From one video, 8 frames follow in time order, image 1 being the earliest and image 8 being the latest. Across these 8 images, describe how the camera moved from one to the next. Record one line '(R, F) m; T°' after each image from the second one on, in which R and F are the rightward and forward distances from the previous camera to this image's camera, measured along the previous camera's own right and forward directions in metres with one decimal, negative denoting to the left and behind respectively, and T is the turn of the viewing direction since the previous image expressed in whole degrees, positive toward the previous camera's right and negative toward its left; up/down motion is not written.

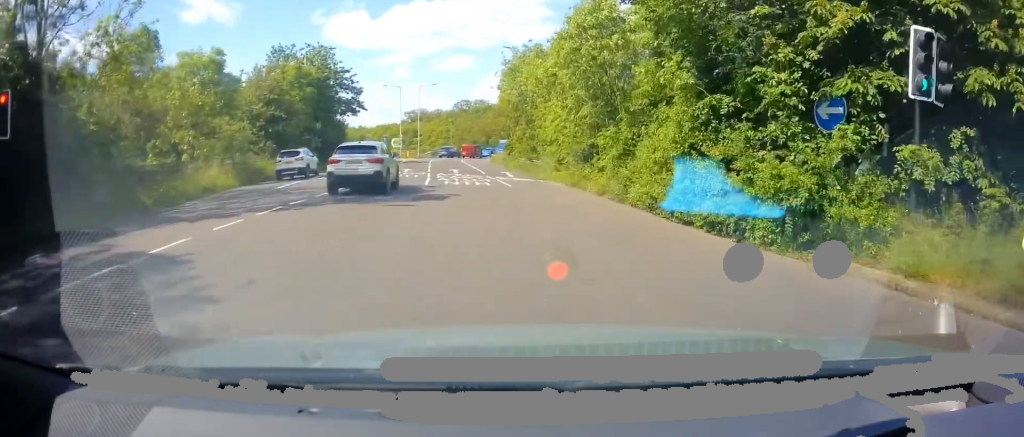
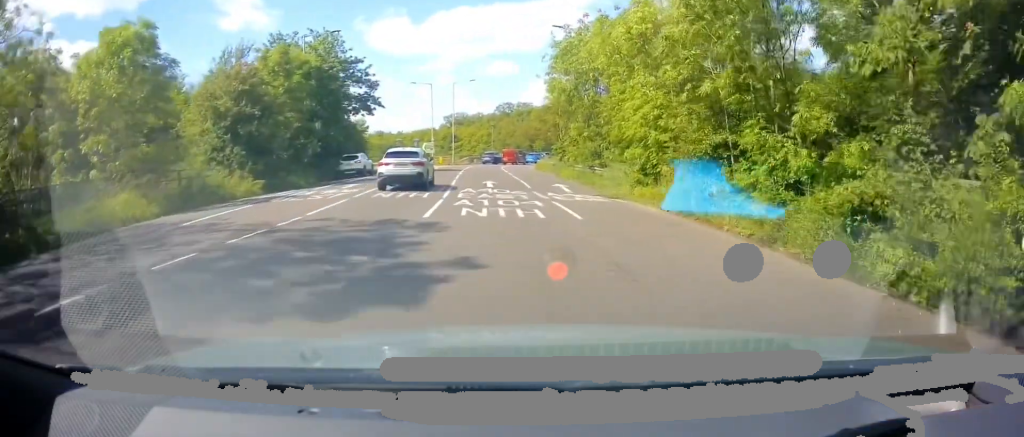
(-0.5, +9.7) m; -6°
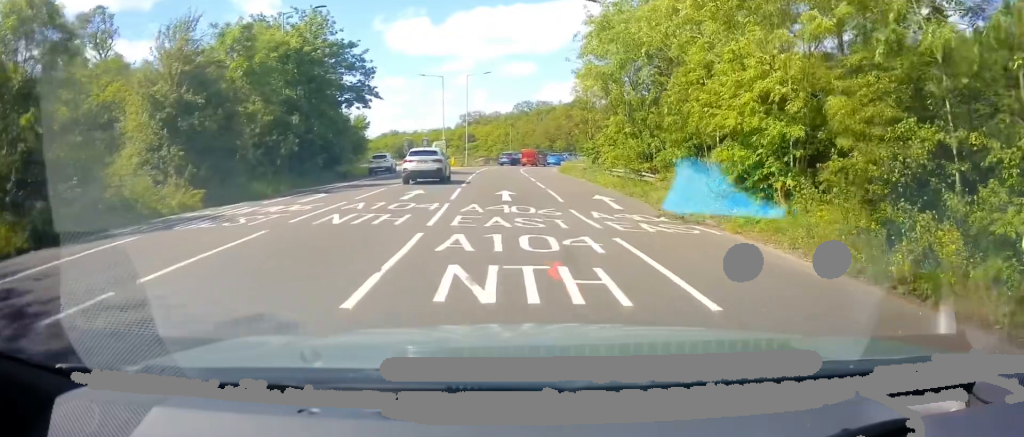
(-0.2, +7.3) m; -1°
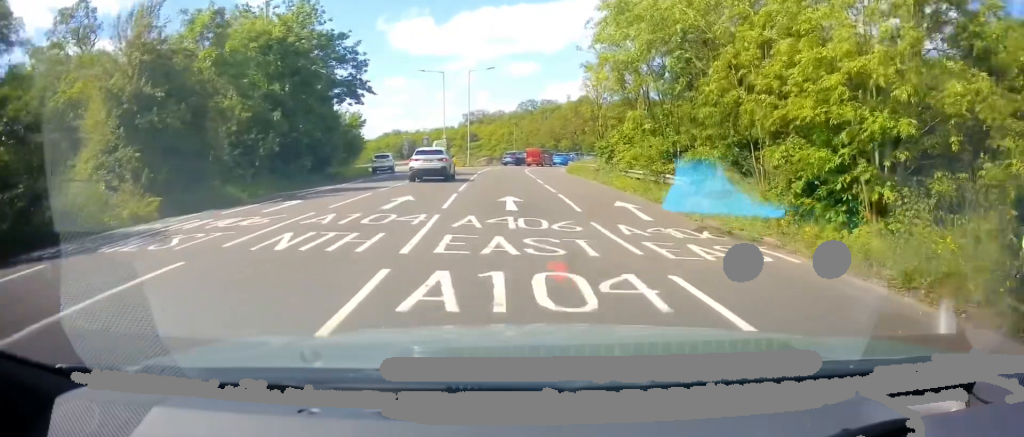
(+0.1, +3.0) m; 0°
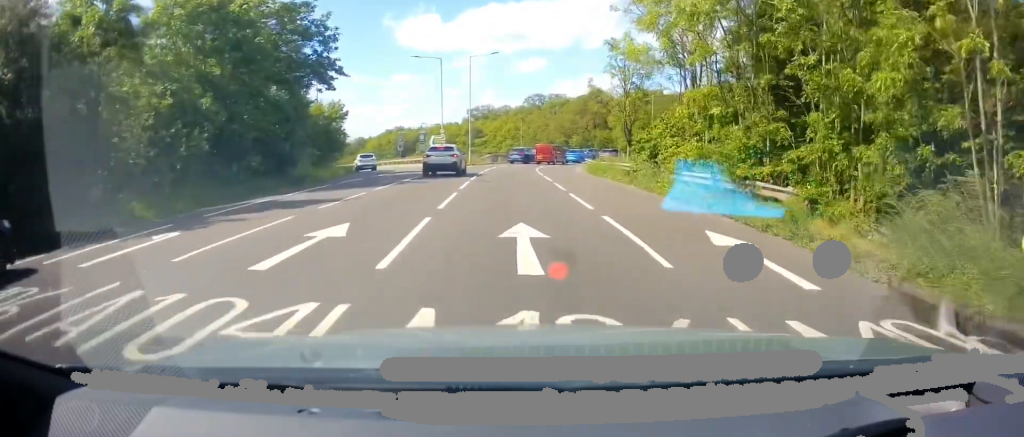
(-0.3, +7.1) m; -4°
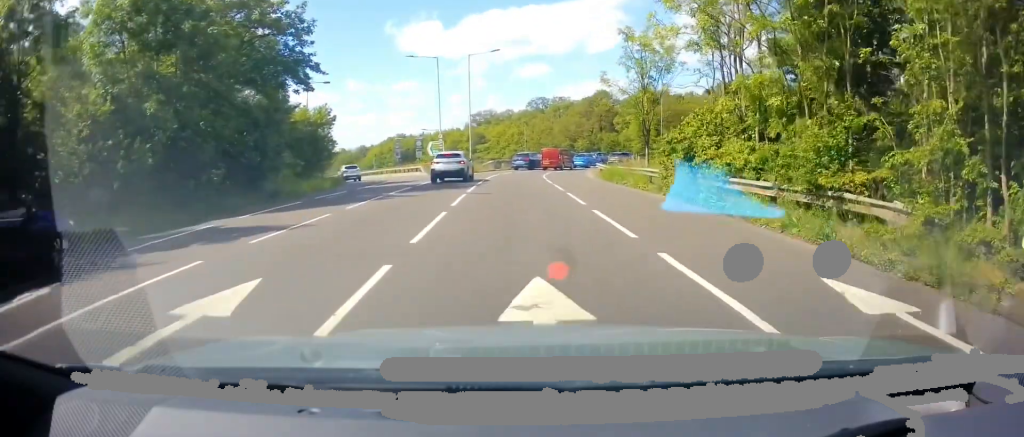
(-0.1, +3.8) m; 0°
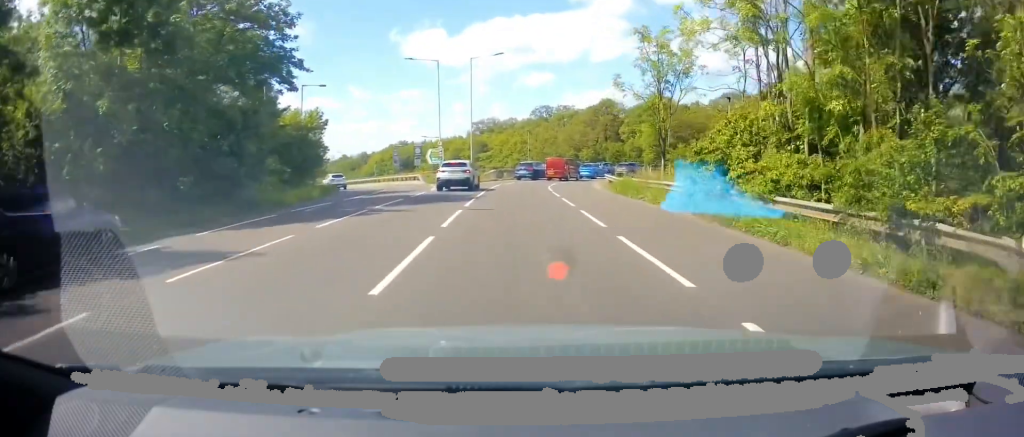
(-0.1, +2.6) m; 0°
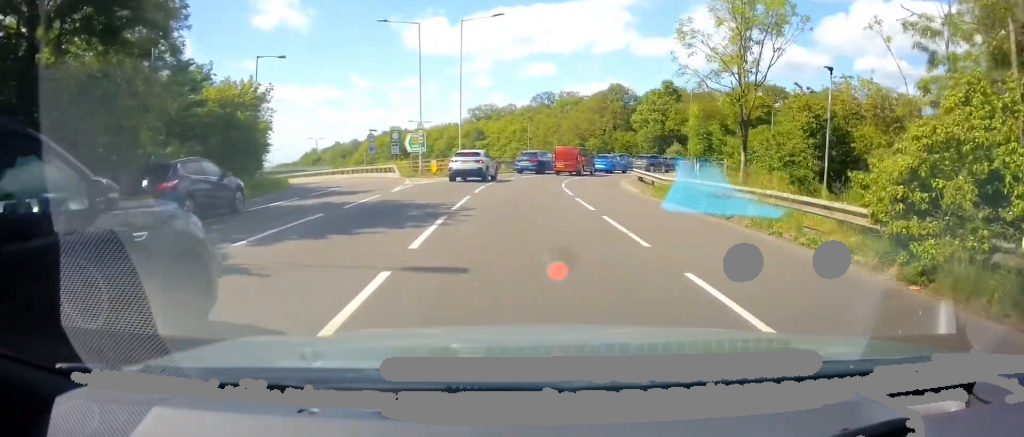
(+0.5, +9.7) m; +5°
